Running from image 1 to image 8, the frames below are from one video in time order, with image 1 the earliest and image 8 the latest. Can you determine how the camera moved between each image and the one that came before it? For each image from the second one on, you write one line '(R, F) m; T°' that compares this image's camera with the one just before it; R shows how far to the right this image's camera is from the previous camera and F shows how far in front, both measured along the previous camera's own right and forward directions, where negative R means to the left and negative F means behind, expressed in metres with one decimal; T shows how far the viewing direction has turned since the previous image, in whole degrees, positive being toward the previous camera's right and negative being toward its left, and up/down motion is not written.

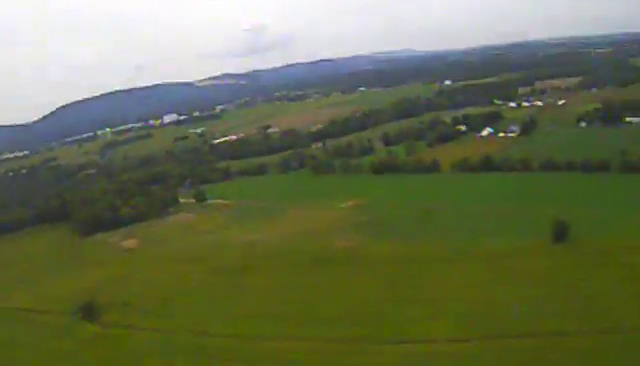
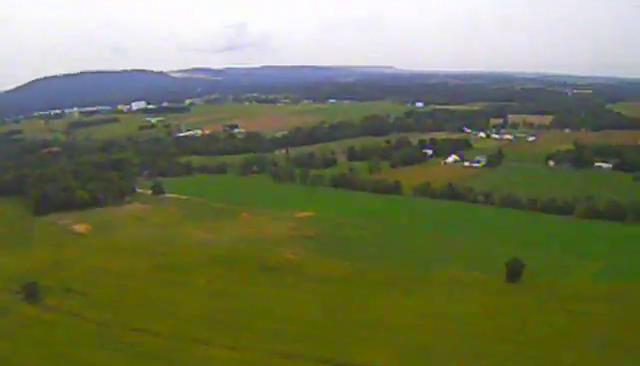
(+0.1, +6.7) m; +1°
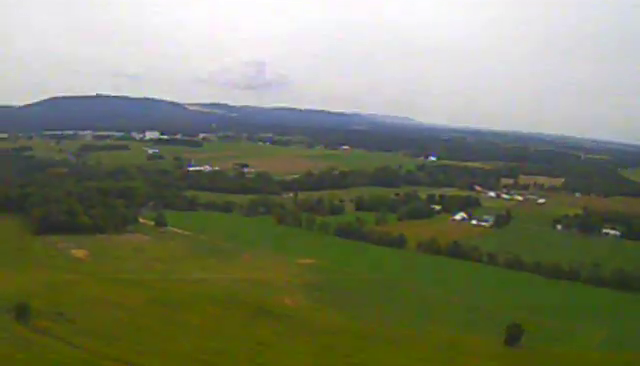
(+0.1, +7.8) m; 0°
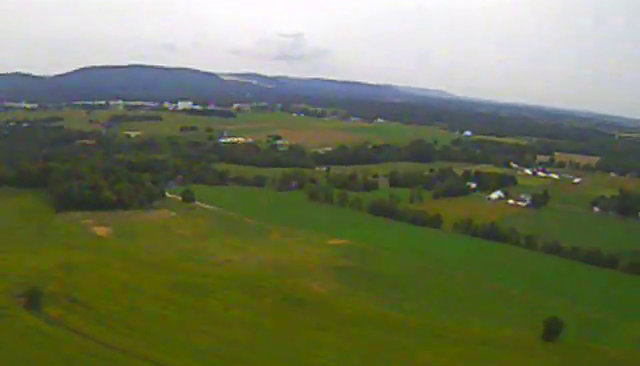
(-0.5, +25.3) m; -3°
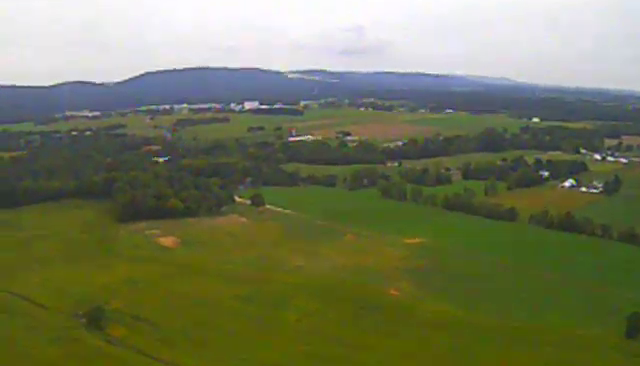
(-0.3, +17.8) m; -2°
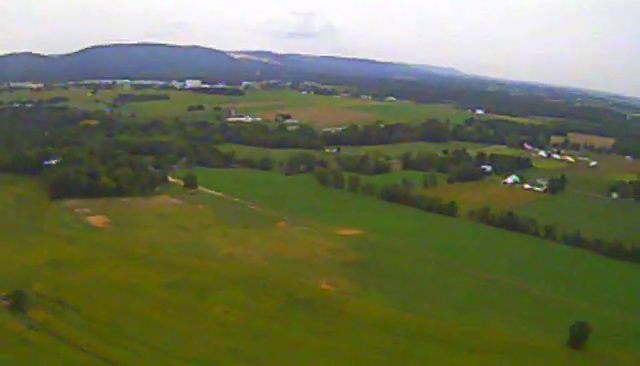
(-0.2, +16.3) m; -4°
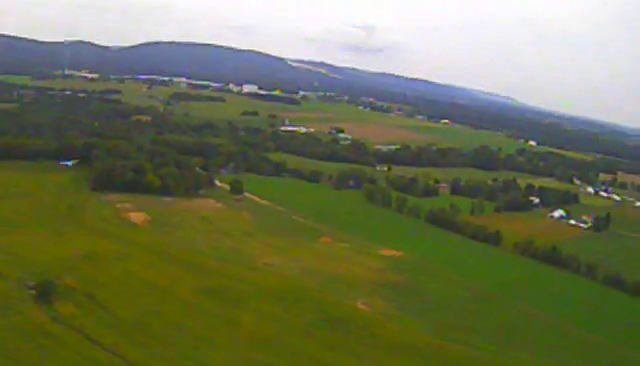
(-0.3, +8.0) m; -2°
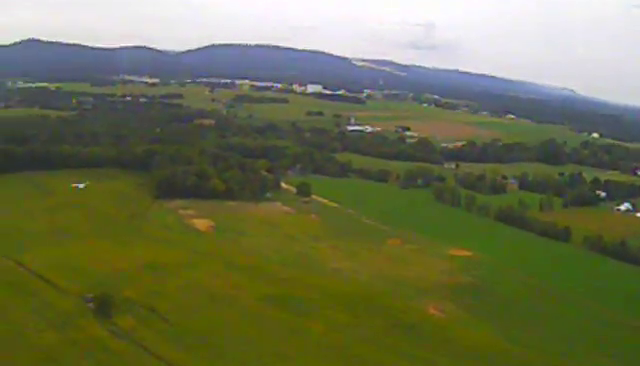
(-0.7, +11.9) m; -4°
